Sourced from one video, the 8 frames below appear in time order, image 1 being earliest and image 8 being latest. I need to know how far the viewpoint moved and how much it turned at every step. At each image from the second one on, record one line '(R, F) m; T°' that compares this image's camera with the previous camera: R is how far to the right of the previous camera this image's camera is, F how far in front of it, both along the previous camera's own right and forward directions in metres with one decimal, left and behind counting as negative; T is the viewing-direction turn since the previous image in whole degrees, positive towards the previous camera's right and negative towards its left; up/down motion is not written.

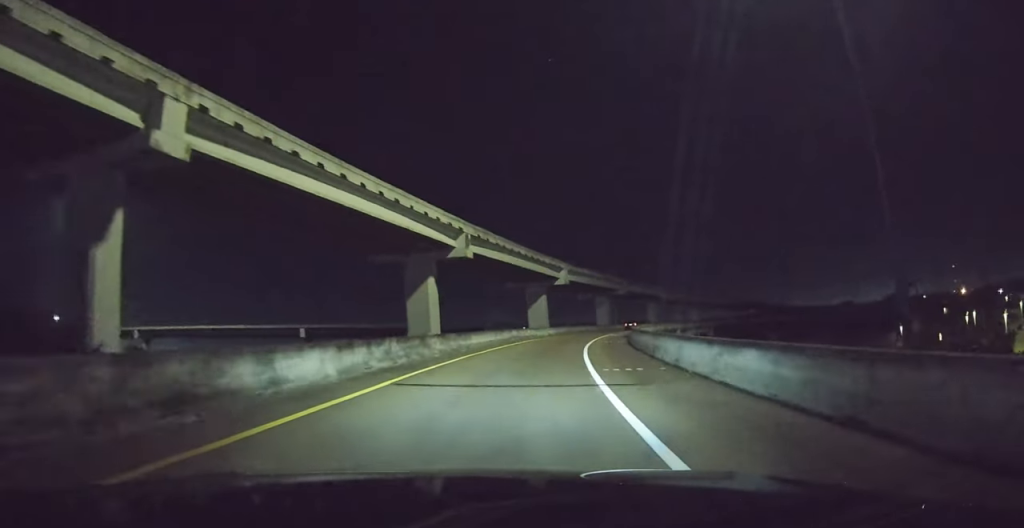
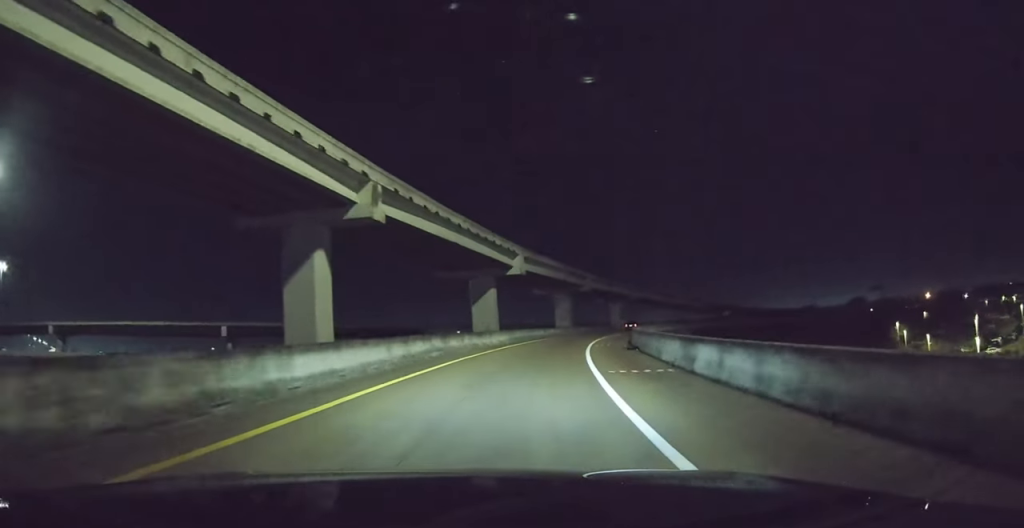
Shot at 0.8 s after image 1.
(+0.7, +18.9) m; +4°
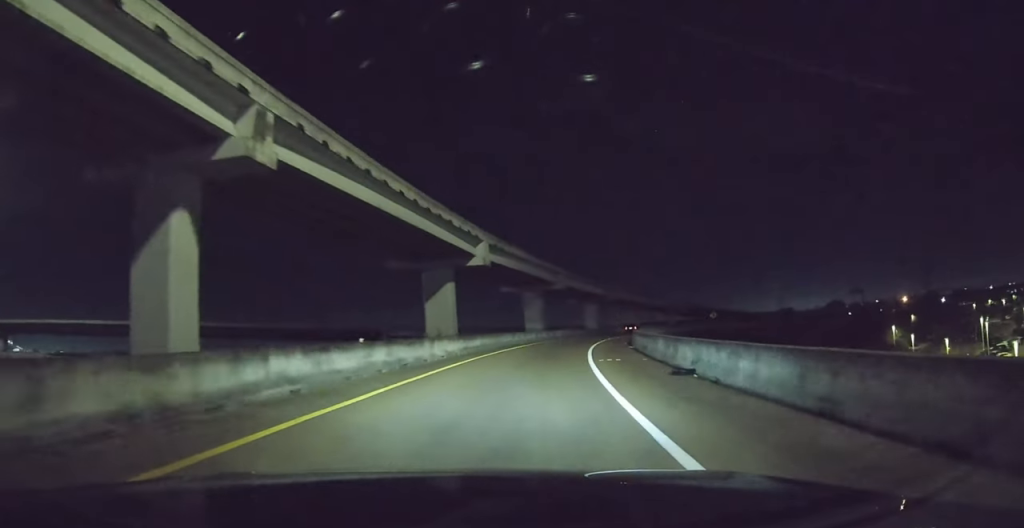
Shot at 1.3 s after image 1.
(+0.2, +12.3) m; +3°
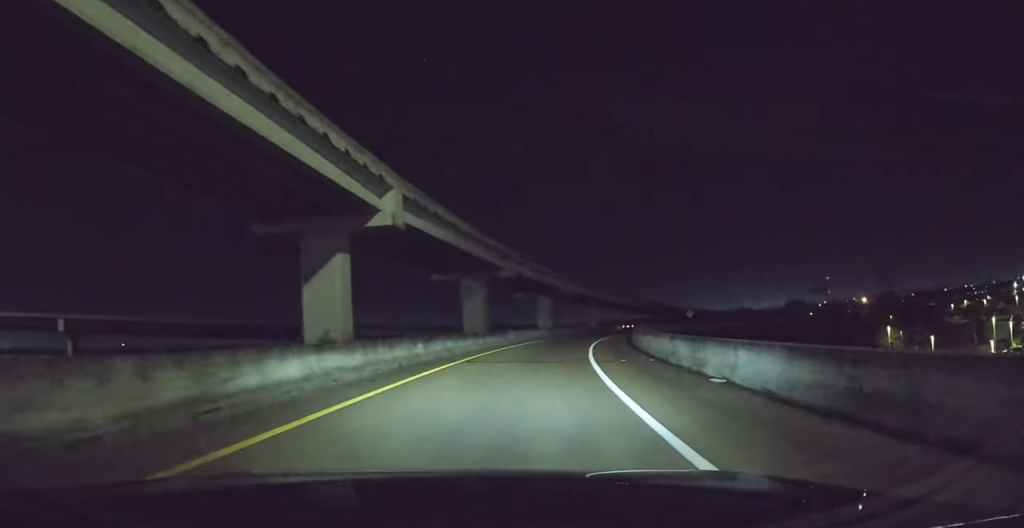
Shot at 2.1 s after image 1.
(+0.9, +19.8) m; +6°
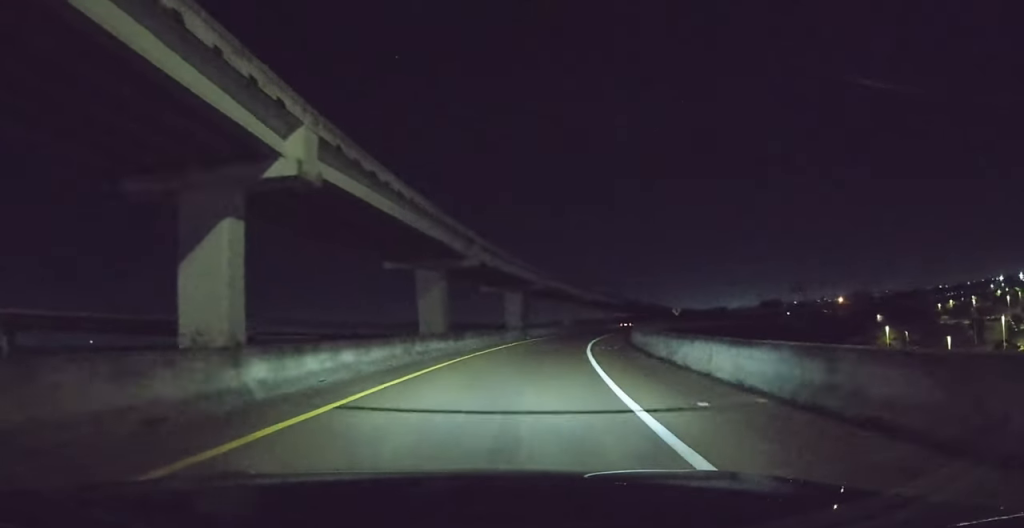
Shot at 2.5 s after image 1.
(+0.6, +10.8) m; +3°
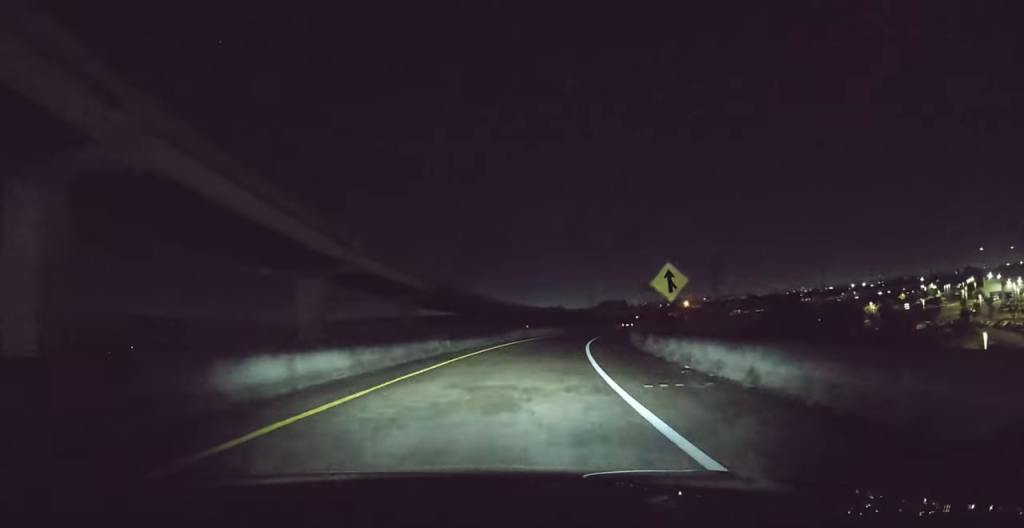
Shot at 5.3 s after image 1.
(+9.9, +70.6) m; +17°
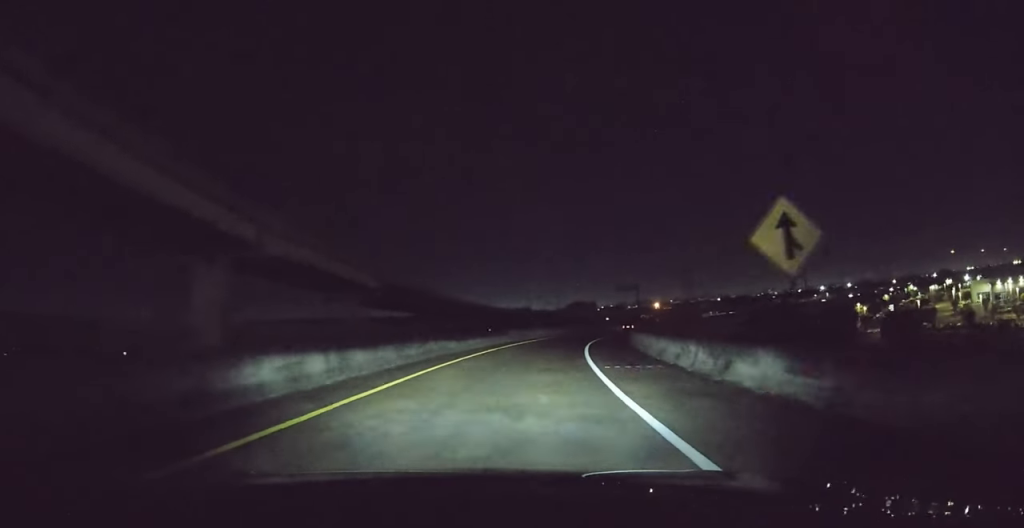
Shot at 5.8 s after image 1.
(+0.6, +13.1) m; +4°
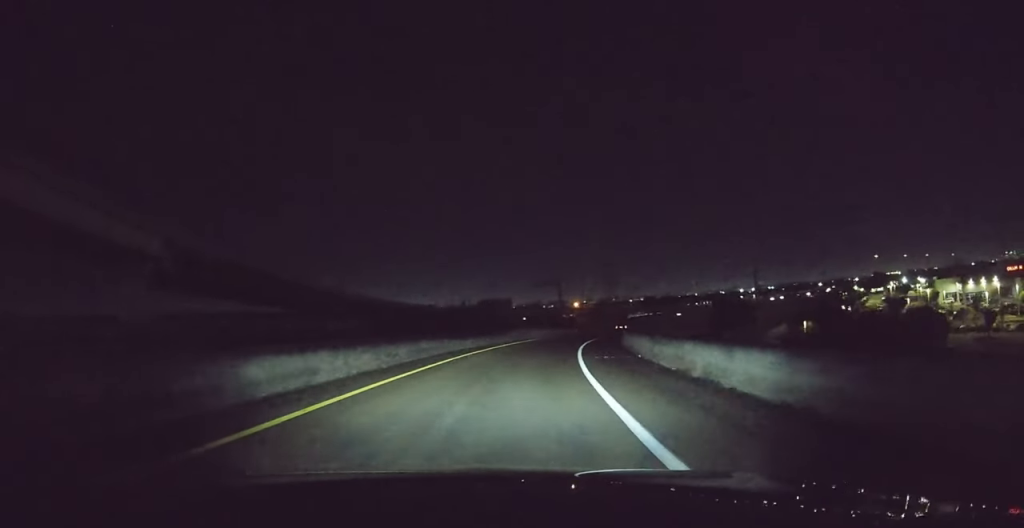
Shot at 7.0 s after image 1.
(+2.3, +31.8) m; +12°
